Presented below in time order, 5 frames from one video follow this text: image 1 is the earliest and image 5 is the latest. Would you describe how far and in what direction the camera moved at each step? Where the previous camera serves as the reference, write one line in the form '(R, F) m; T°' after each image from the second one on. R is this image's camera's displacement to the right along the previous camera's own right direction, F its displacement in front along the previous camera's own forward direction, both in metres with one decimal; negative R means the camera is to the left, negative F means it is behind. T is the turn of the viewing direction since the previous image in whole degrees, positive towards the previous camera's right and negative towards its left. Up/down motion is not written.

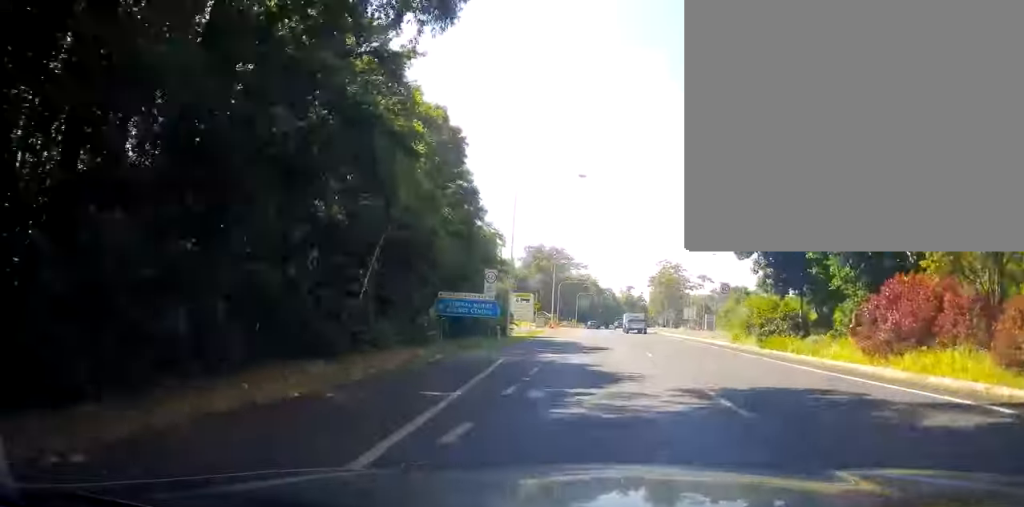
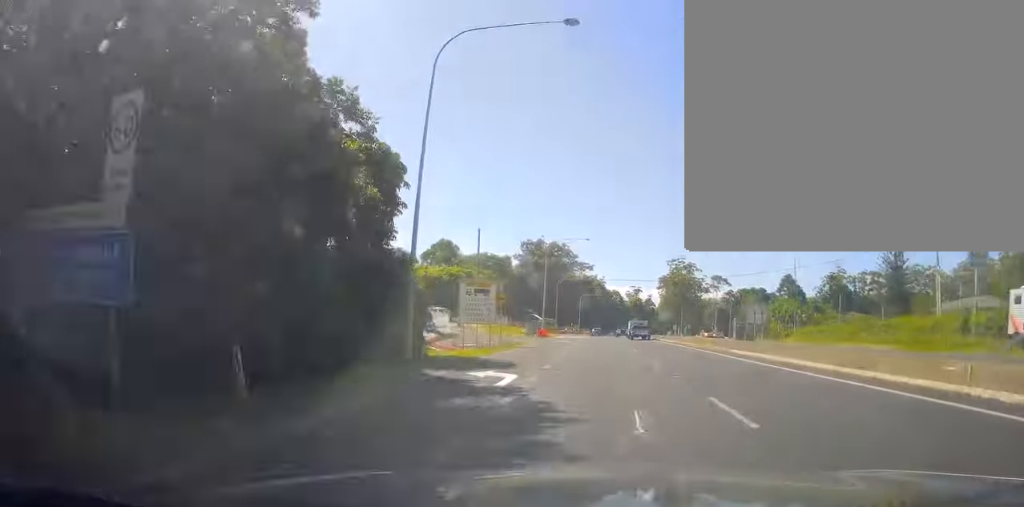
(-0.3, +24.4) m; -1°
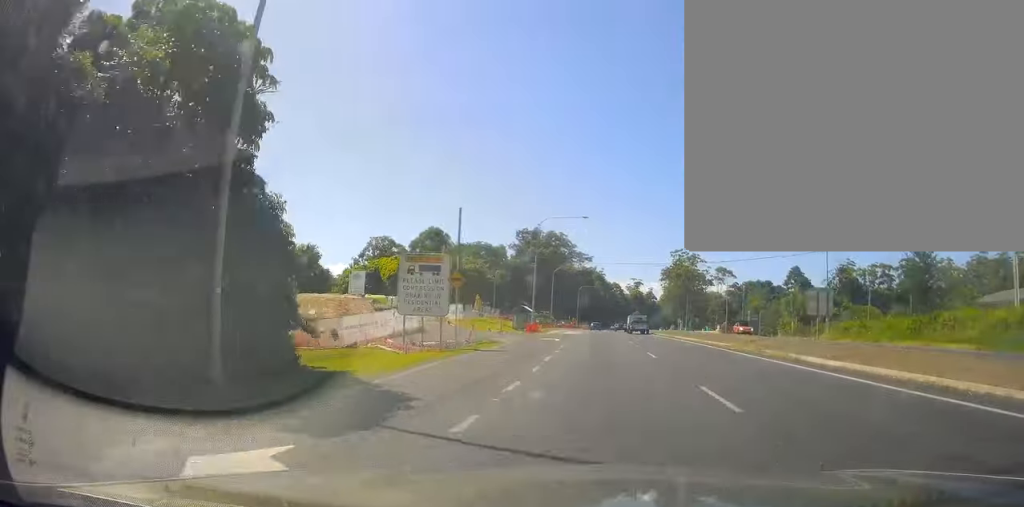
(0.0, +11.1) m; +1°
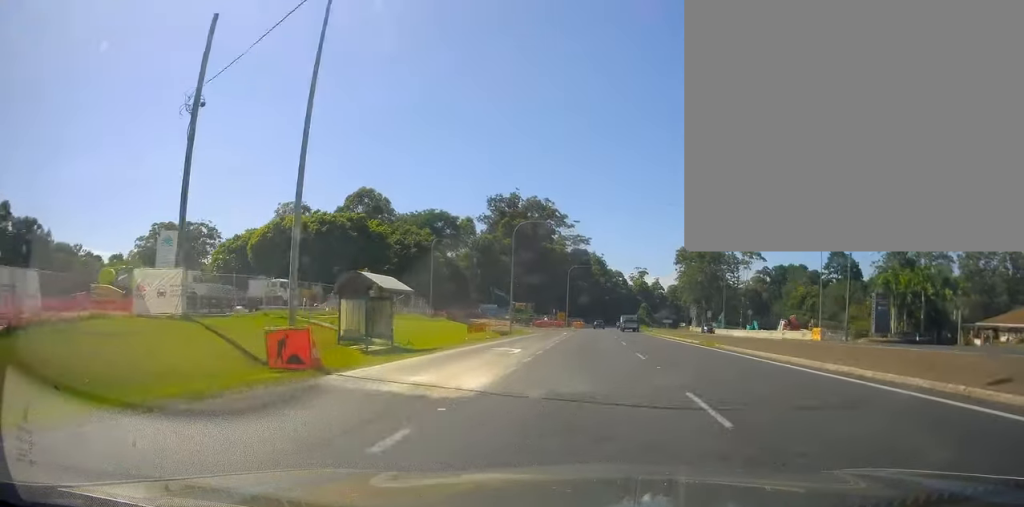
(+0.4, +48.2) m; -2°
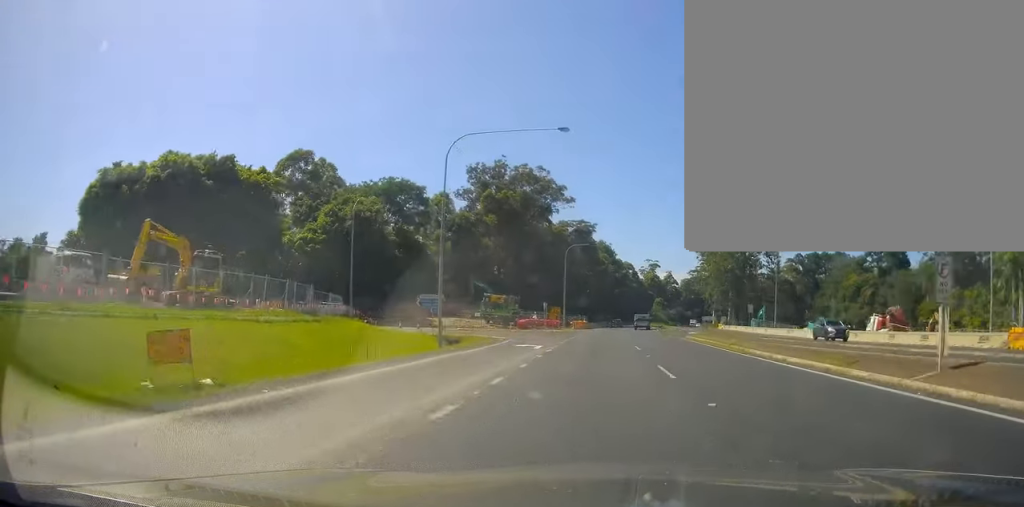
(0.0, +29.3) m; +1°
